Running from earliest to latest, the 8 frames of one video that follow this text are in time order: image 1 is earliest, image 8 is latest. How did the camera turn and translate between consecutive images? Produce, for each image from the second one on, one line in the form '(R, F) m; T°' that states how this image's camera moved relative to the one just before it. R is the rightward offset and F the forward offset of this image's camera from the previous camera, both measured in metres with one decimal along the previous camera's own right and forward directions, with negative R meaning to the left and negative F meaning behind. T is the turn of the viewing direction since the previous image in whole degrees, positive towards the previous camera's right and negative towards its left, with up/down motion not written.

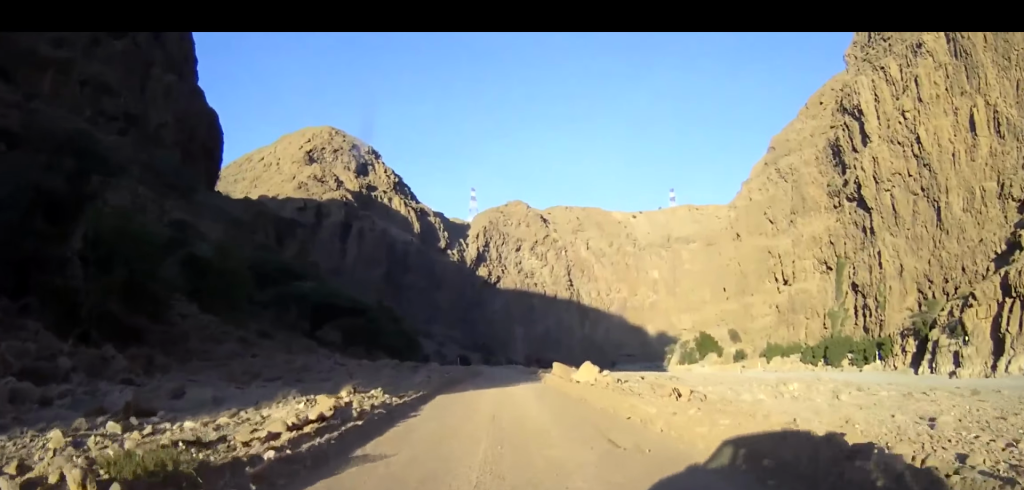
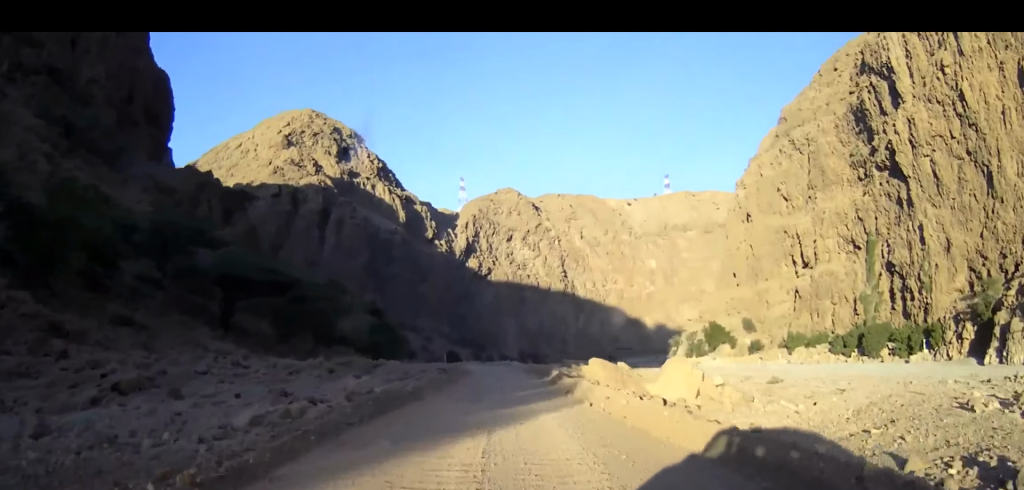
(+0.3, +24.8) m; +1°
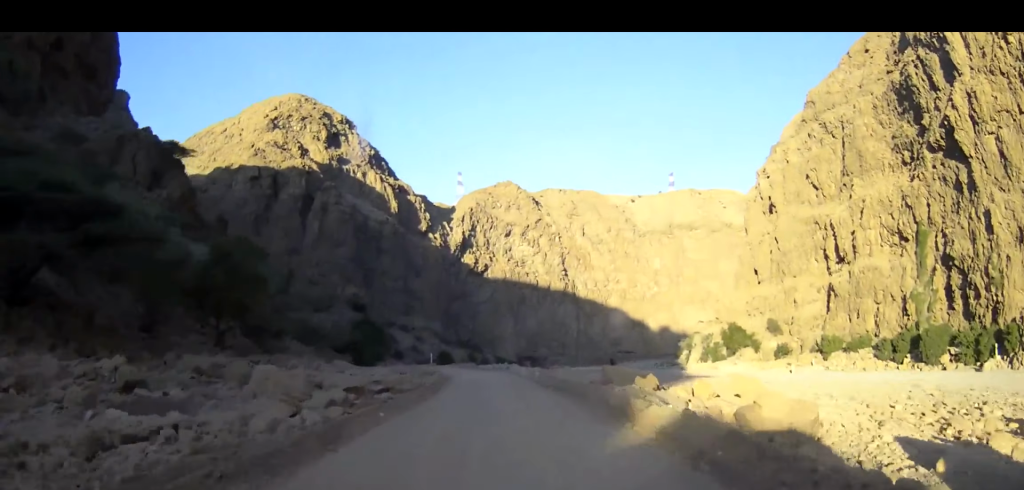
(+0.1, +28.7) m; 0°
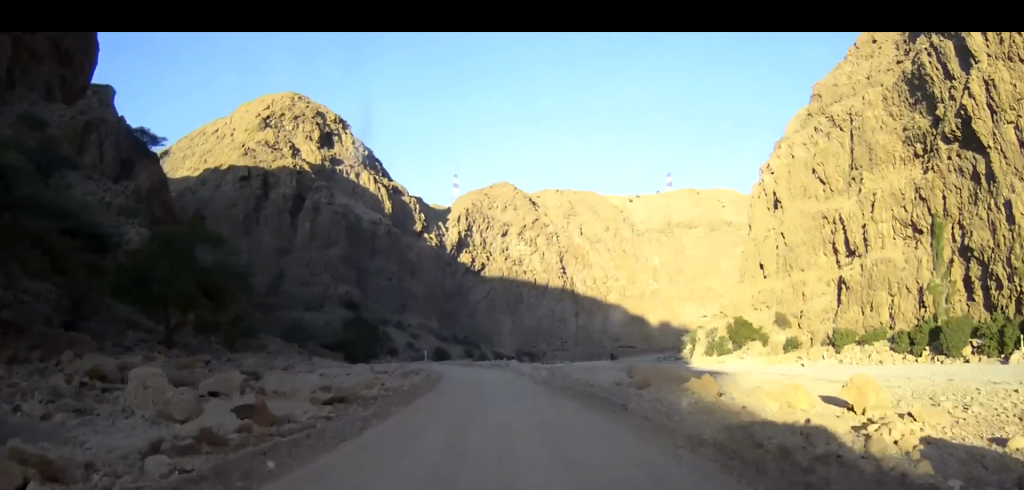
(0.0, +9.3) m; 0°
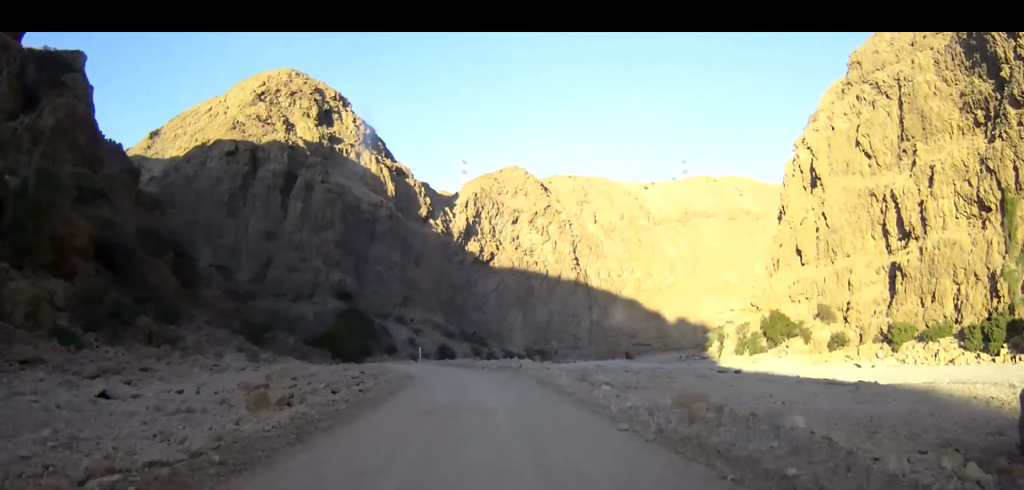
(-0.2, +26.1) m; -1°
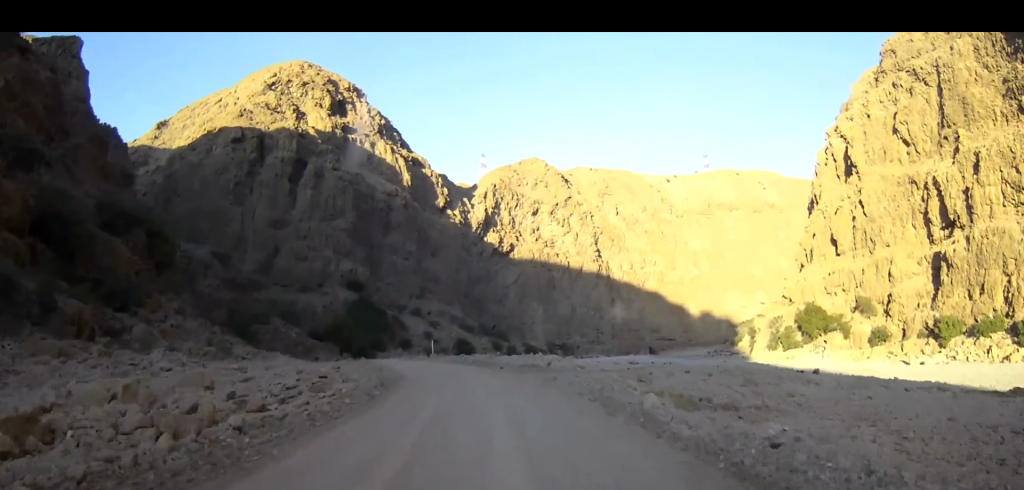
(-0.1, +13.1) m; -1°
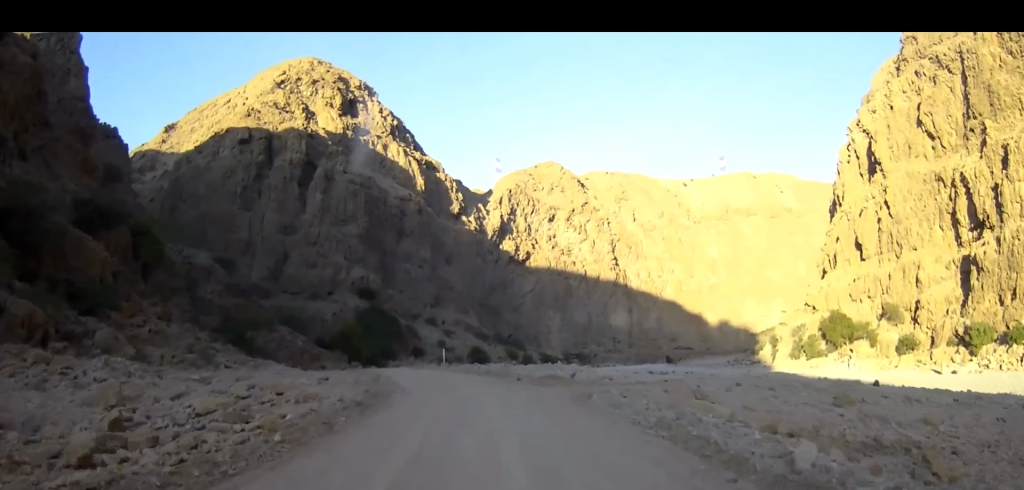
(-0.1, +7.7) m; -1°
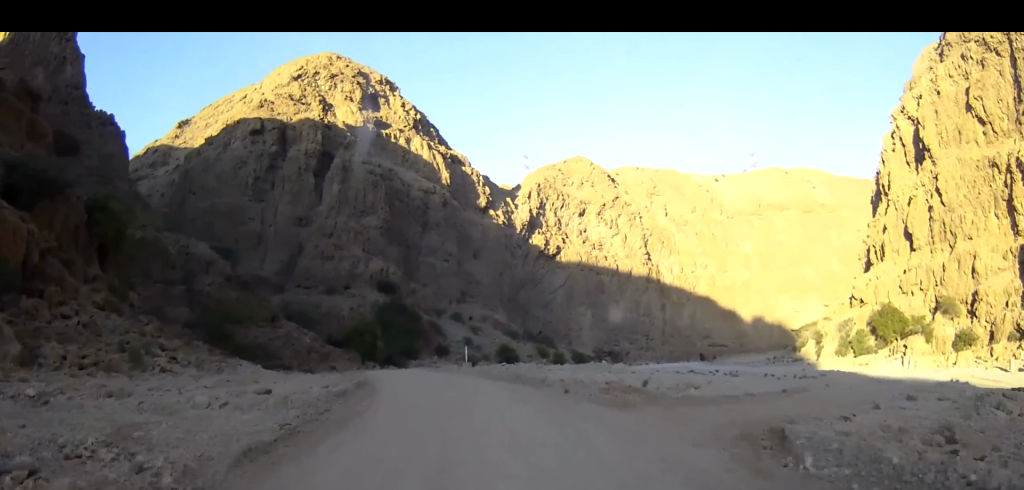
(-0.2, +15.6) m; -2°
